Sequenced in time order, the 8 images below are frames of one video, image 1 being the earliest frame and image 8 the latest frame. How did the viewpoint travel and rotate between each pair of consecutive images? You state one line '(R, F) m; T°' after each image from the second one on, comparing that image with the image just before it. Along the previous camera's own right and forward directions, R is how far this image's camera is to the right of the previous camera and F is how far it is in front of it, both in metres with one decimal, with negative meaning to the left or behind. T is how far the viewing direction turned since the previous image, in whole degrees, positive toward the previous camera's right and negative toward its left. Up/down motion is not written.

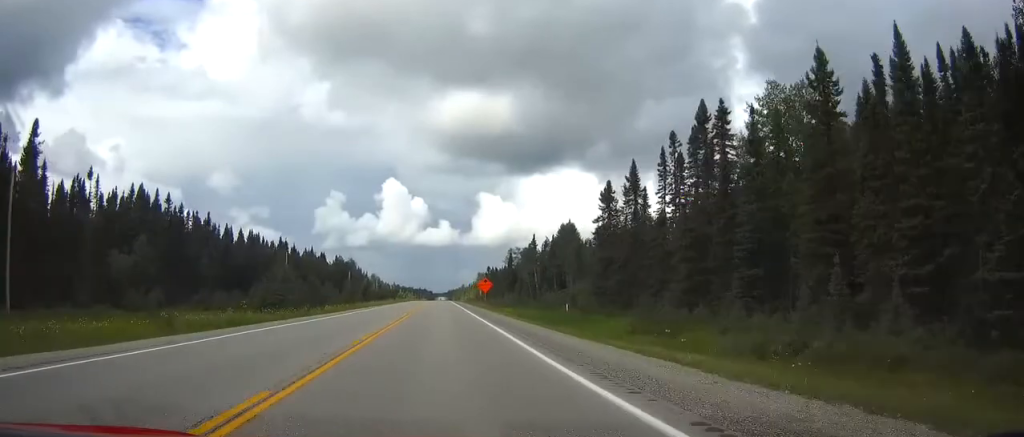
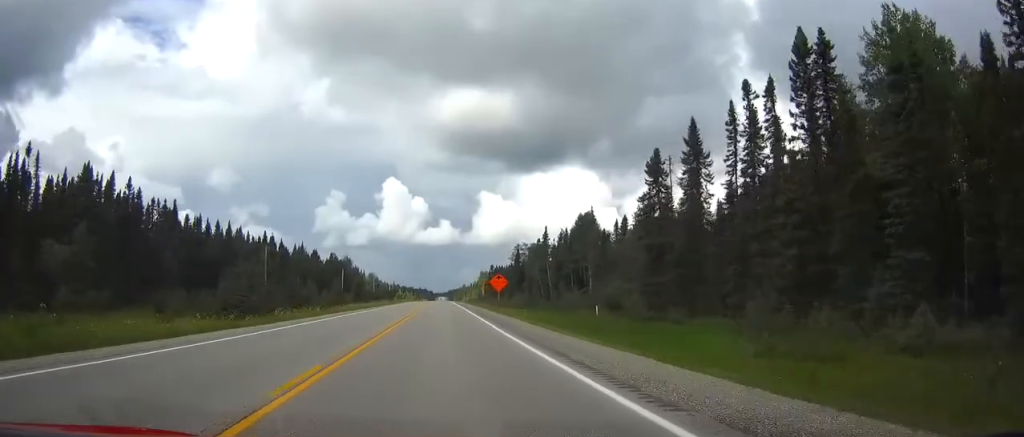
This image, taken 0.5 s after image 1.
(-0.1, +16.3) m; 0°
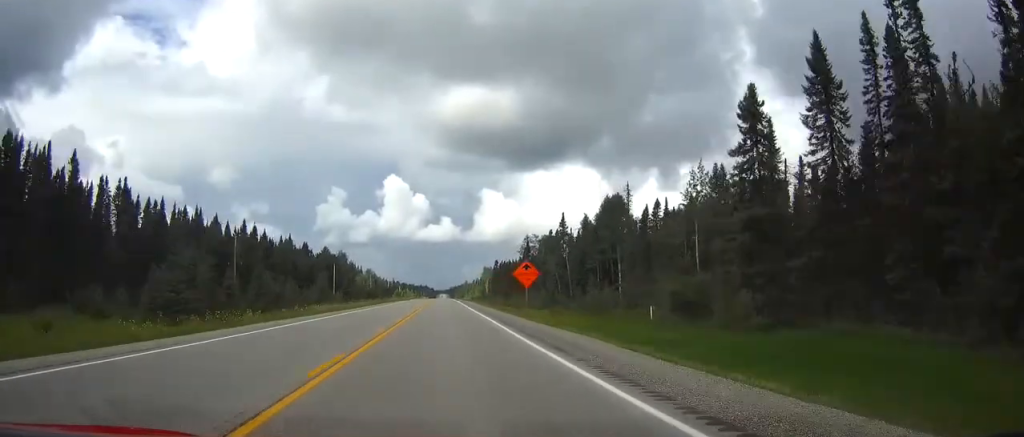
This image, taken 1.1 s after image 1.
(+0.2, +18.3) m; 0°
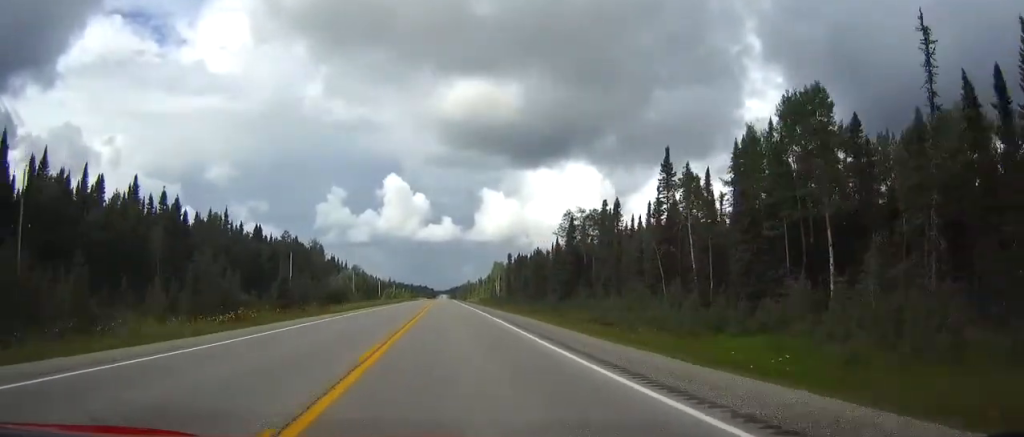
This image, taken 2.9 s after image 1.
(+0.2, +54.6) m; 0°
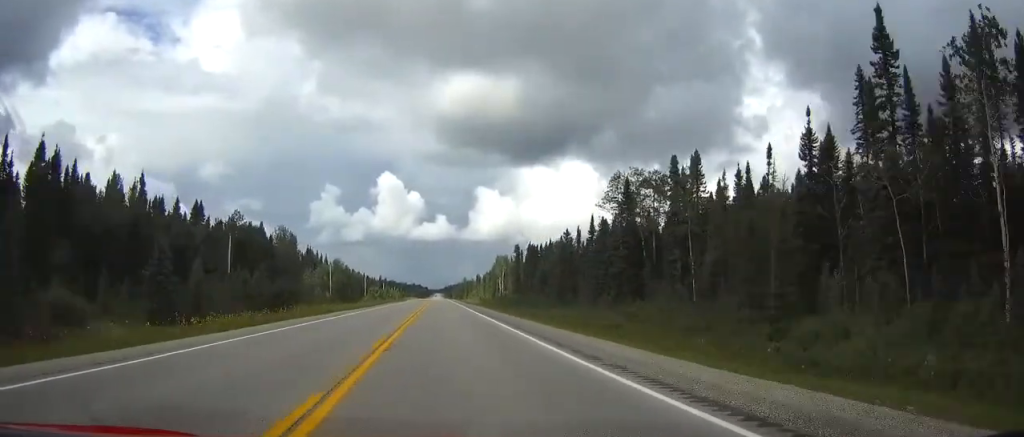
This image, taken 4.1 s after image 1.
(0.0, +36.2) m; 0°
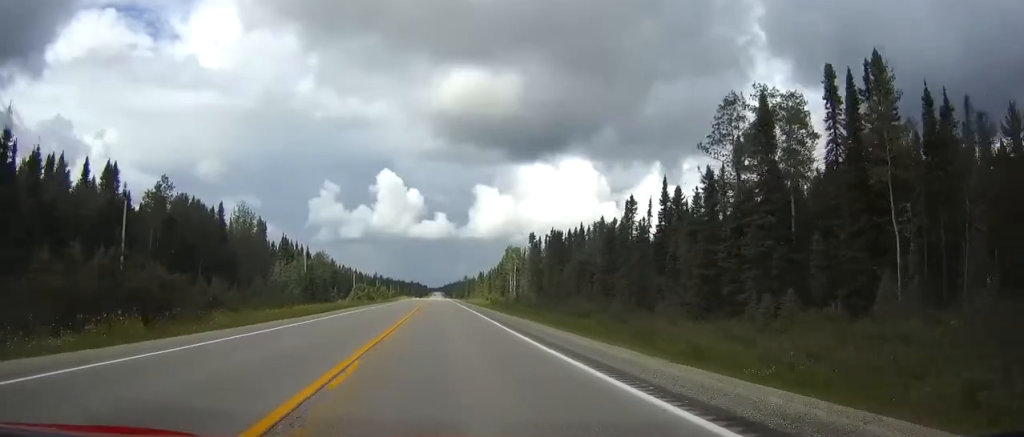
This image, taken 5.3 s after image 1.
(0.0, +34.1) m; 0°
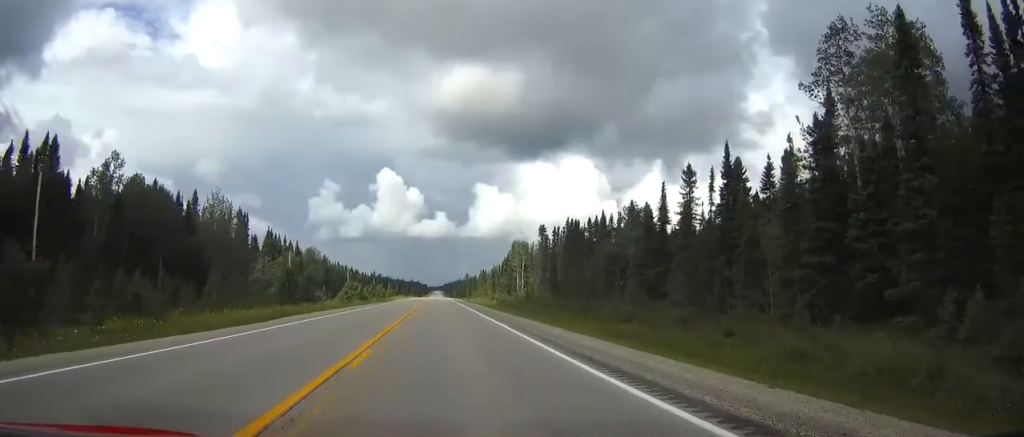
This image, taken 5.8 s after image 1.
(0.0, +16.0) m; 0°
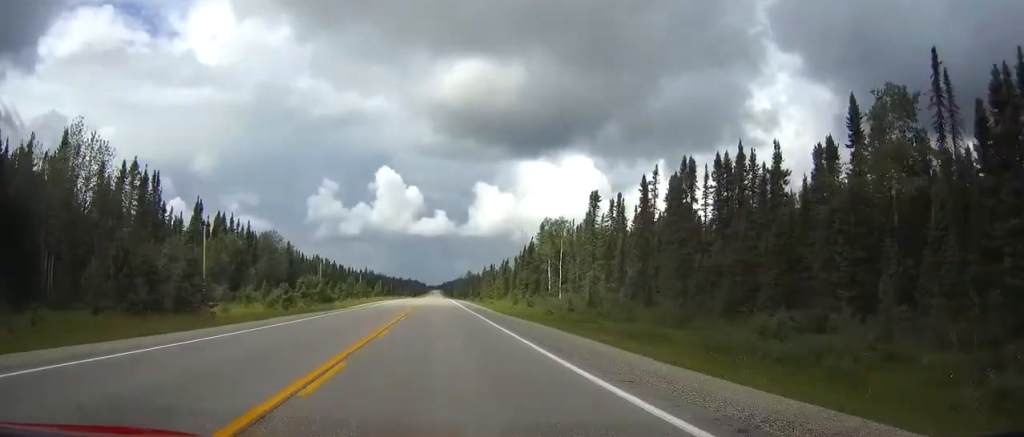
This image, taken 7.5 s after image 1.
(0.0, +49.8) m; 0°
